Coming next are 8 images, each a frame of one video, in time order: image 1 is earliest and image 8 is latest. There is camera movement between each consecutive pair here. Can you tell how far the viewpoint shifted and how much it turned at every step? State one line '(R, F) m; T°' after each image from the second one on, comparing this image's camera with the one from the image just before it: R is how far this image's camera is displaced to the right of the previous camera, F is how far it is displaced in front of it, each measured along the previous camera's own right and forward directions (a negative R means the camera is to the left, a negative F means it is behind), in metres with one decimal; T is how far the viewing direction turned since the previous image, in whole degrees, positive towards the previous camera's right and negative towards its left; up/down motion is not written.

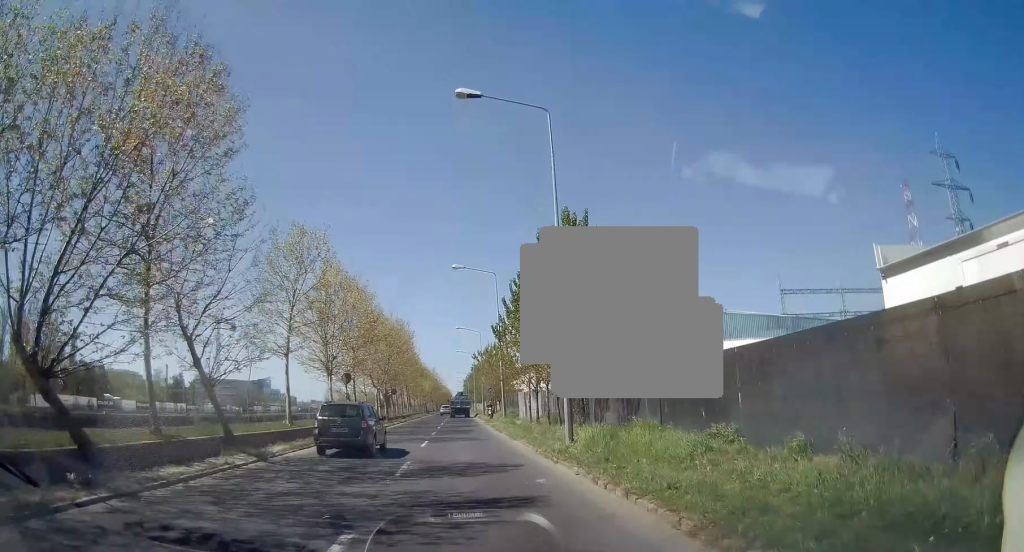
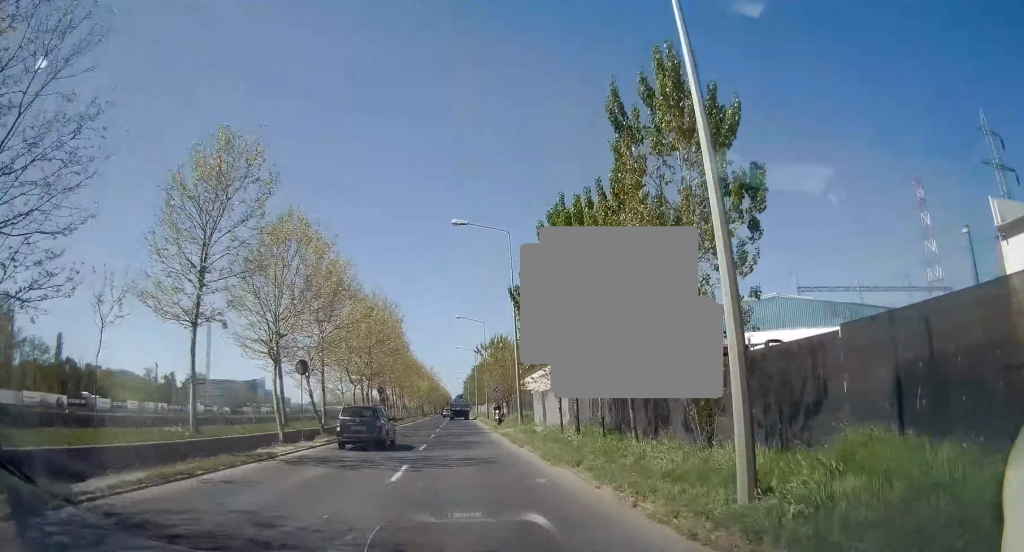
(+0.1, +10.0) m; +1°
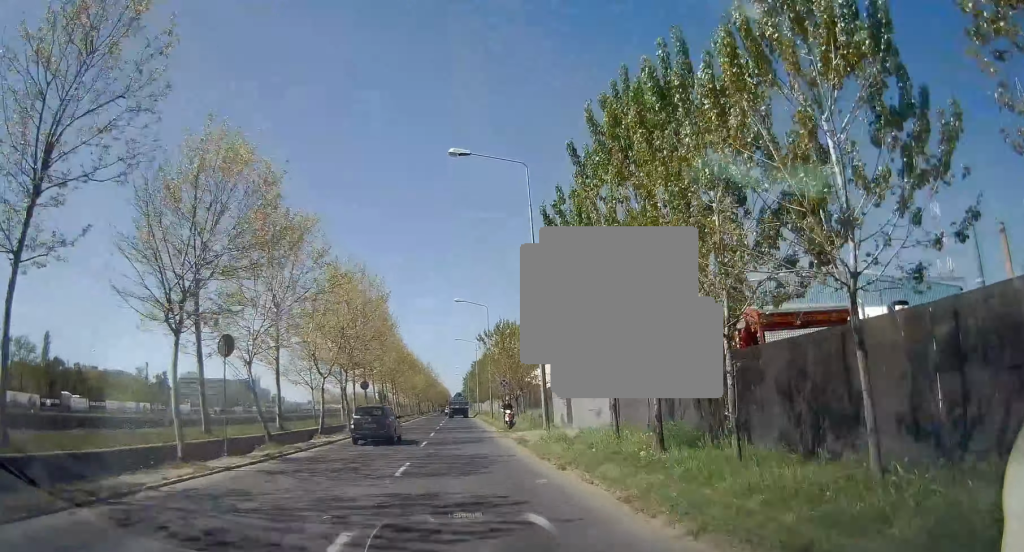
(+0.1, +8.3) m; -1°
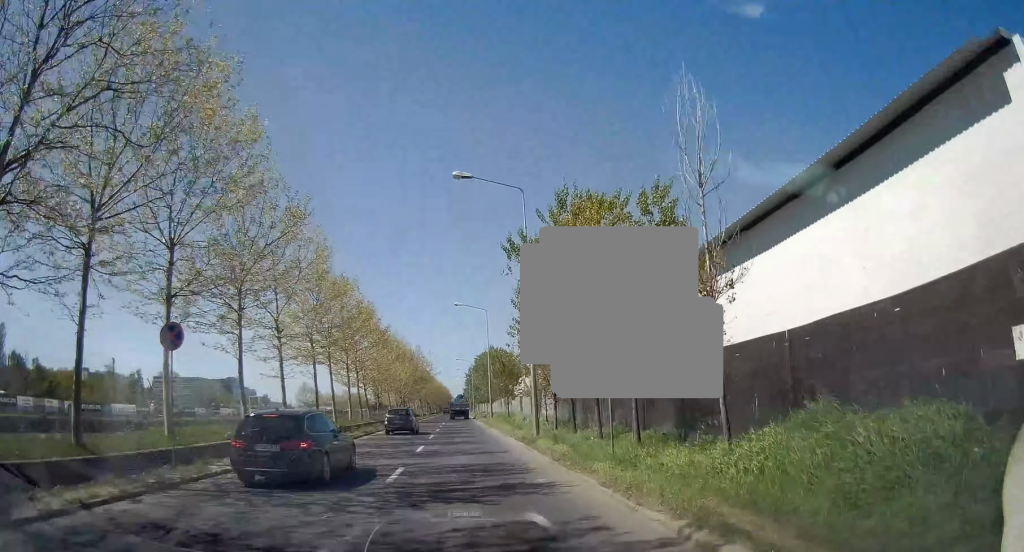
(-0.2, +28.2) m; 0°
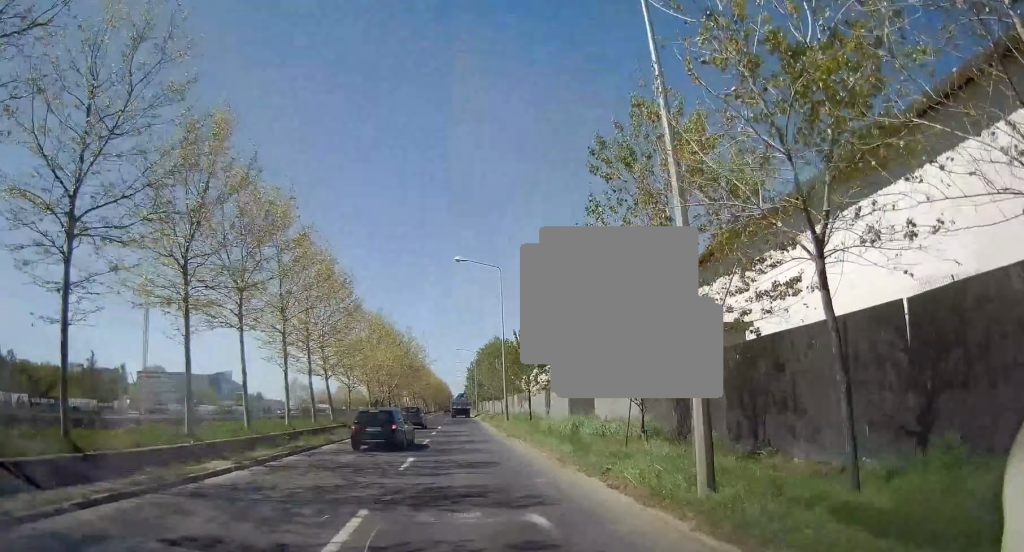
(0.0, +15.3) m; 0°
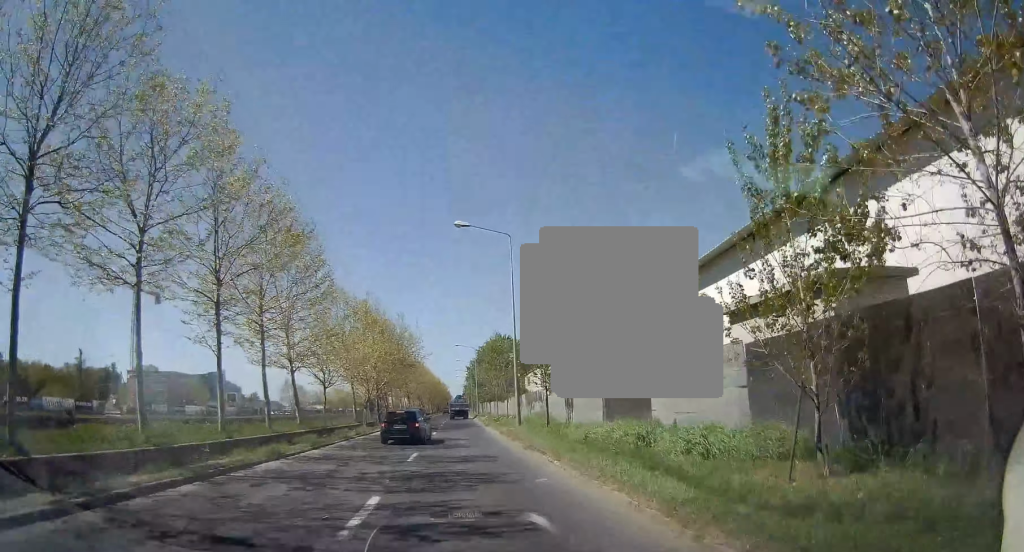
(-0.2, +7.3) m; 0°
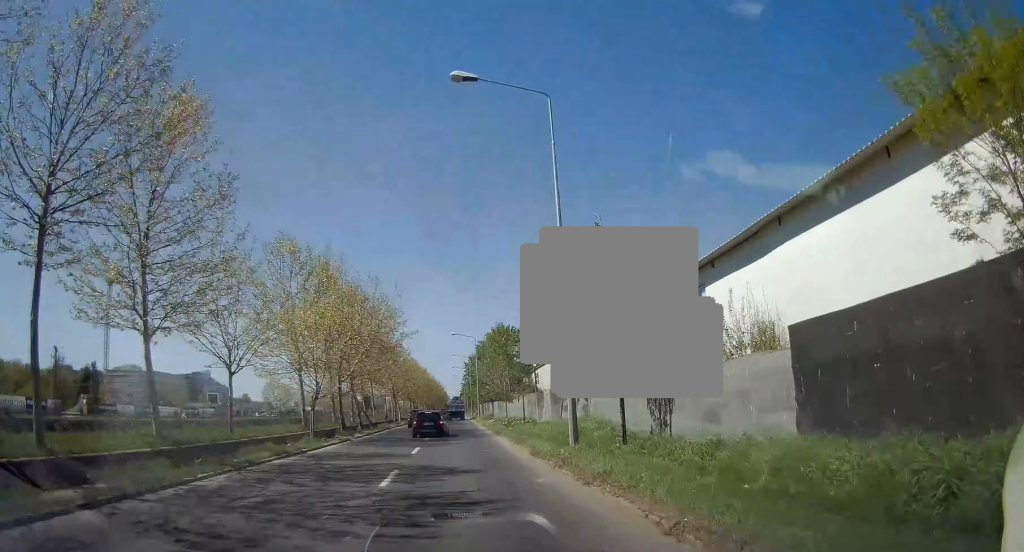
(+0.4, +13.6) m; 0°
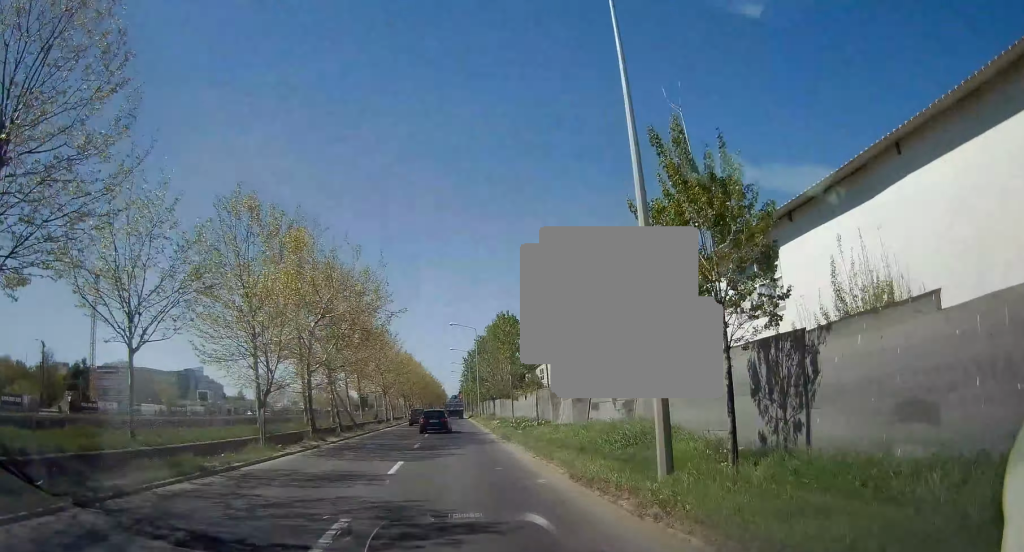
(-0.2, +6.4) m; 0°
